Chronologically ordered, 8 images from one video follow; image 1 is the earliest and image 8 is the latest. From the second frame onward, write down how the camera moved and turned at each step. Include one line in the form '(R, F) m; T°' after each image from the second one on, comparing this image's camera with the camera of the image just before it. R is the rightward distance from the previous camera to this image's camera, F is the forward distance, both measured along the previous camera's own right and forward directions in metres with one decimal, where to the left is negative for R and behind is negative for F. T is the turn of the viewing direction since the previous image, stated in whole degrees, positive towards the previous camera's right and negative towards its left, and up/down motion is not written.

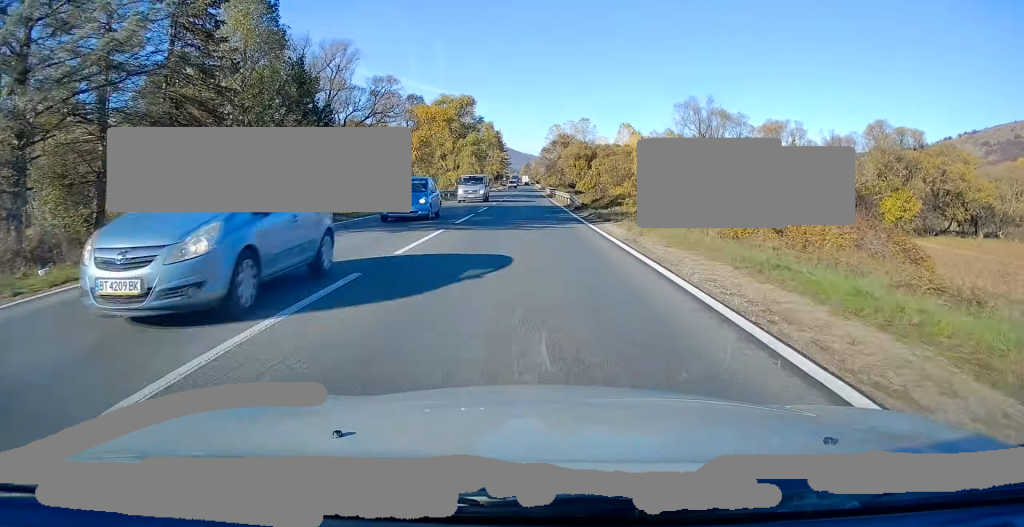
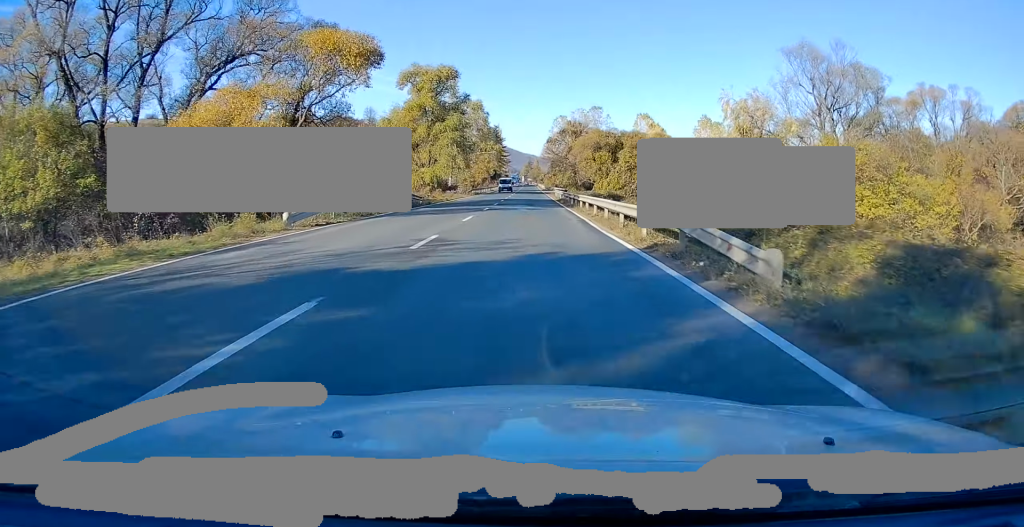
(-0.3, +28.2) m; -1°
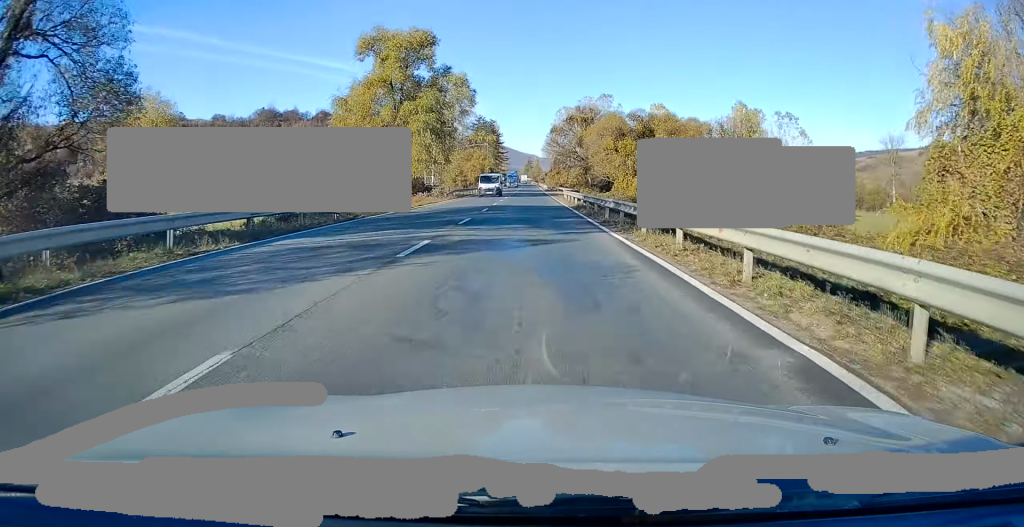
(0.0, +19.5) m; +1°
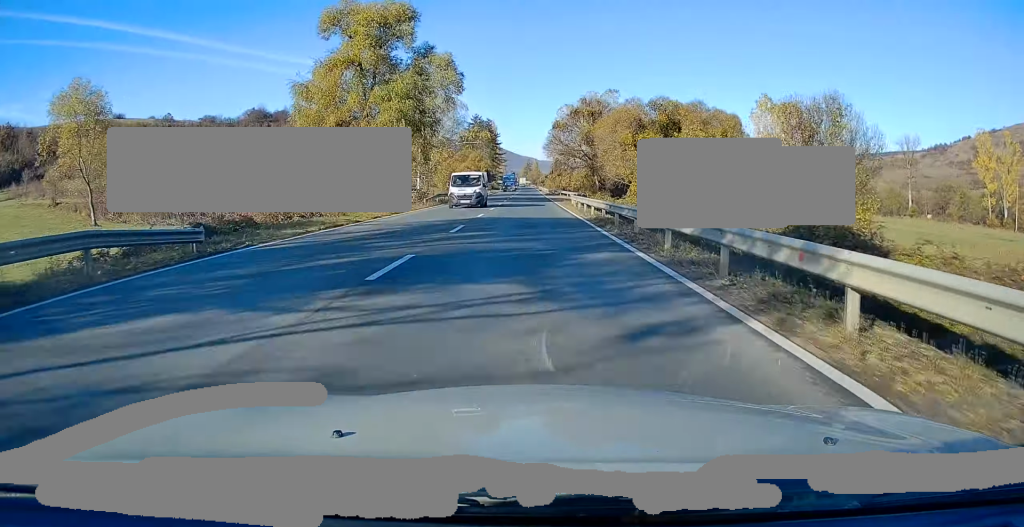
(+0.2, +10.8) m; 0°
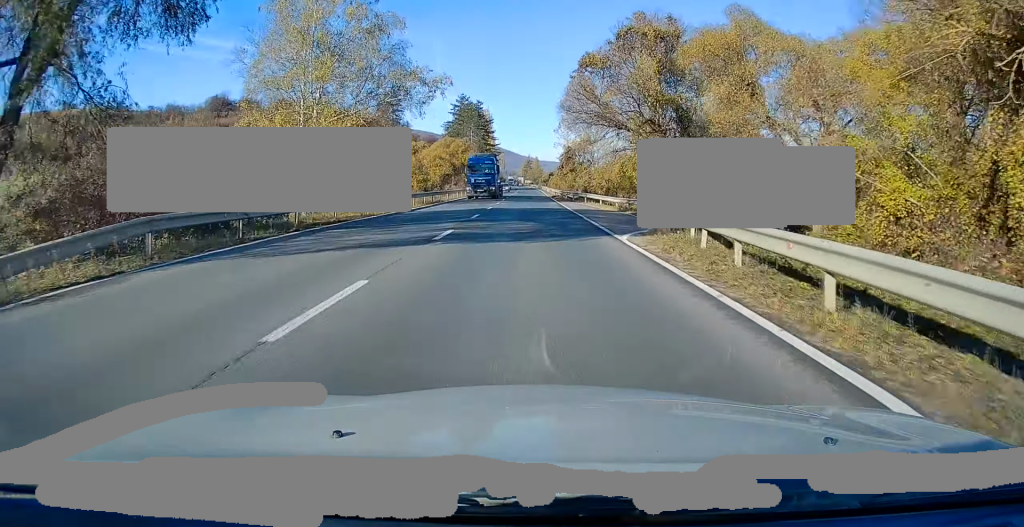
(-0.3, +39.0) m; -1°
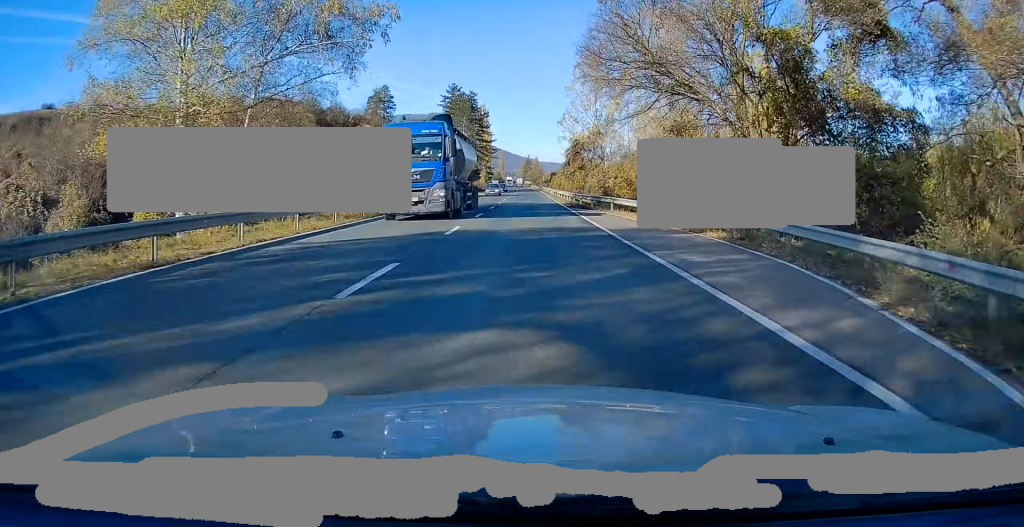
(0.0, +15.9) m; +1°
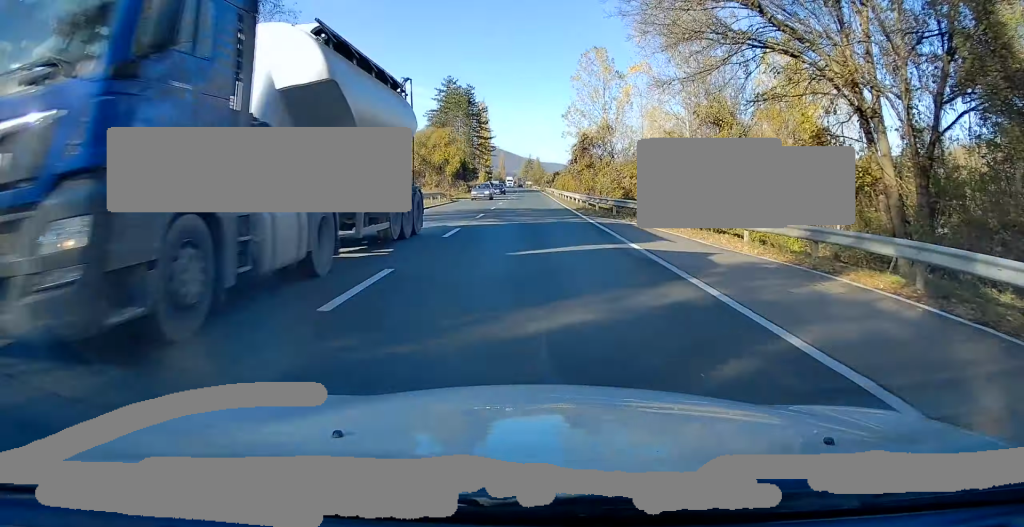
(+0.1, +9.5) m; 0°
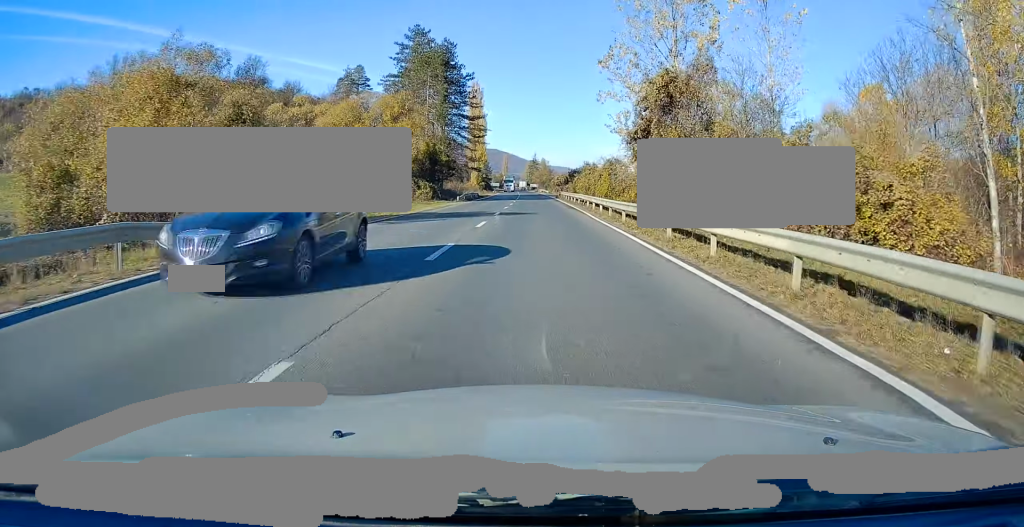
(-0.3, +40.2) m; -1°
